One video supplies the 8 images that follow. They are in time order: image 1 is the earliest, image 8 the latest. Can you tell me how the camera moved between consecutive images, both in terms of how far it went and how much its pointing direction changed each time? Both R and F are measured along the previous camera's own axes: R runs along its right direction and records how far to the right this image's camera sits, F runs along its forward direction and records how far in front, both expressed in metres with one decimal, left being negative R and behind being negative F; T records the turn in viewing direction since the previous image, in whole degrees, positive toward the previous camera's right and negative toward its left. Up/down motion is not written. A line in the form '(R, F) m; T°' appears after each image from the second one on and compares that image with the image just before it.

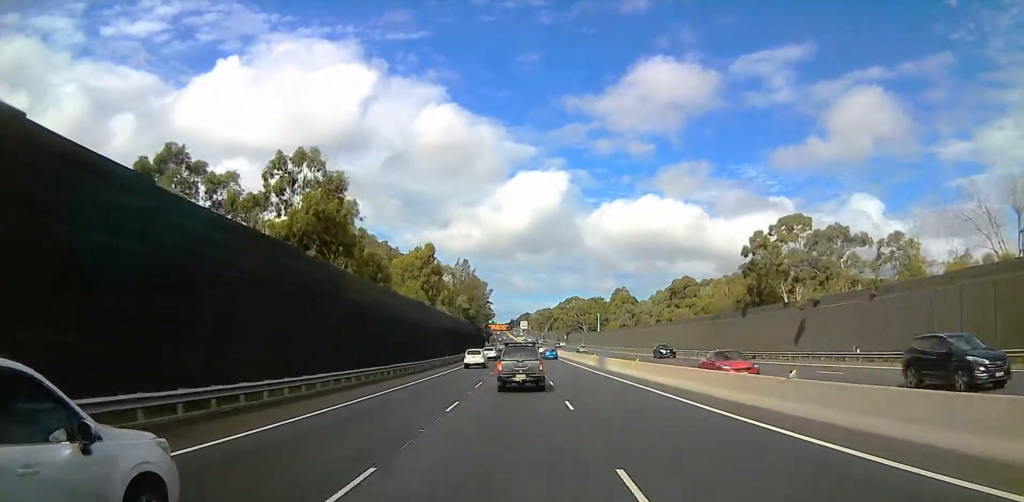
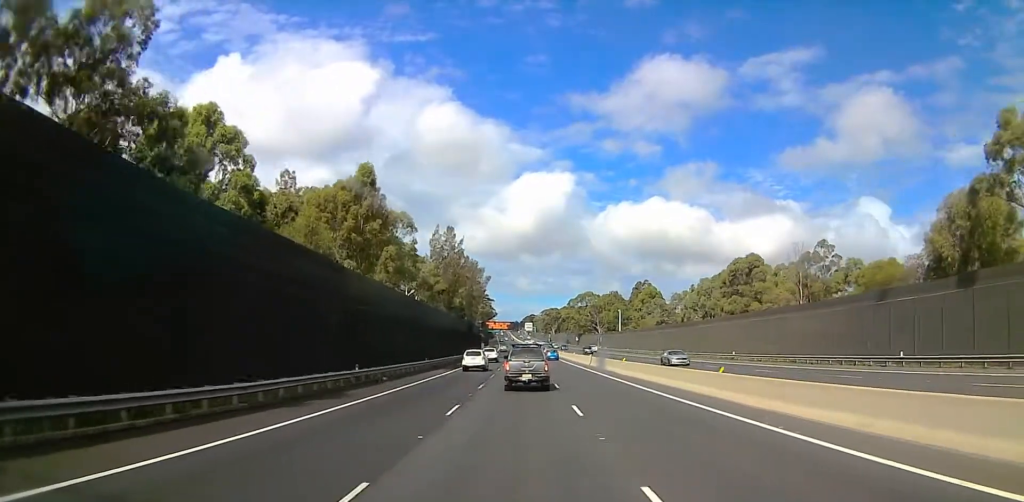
(+0.5, +42.3) m; +1°
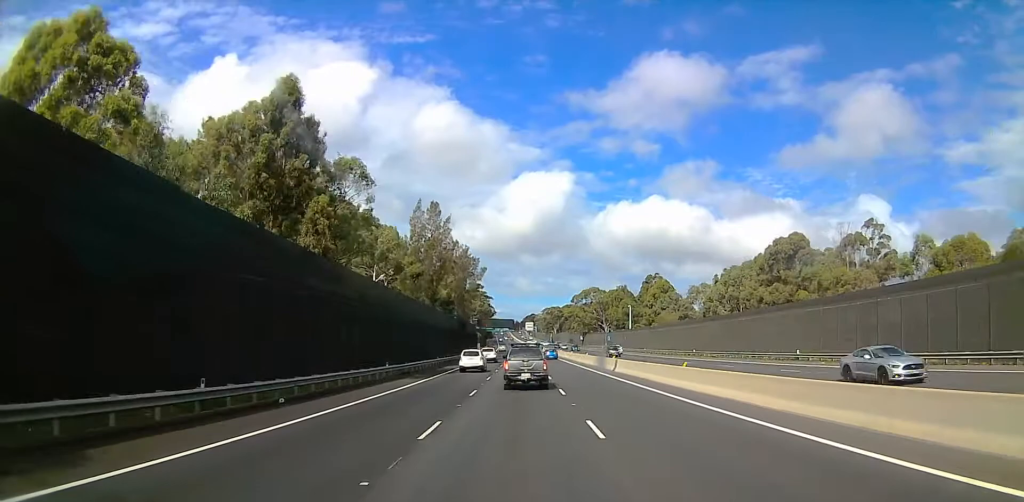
(0.0, +18.3) m; -1°
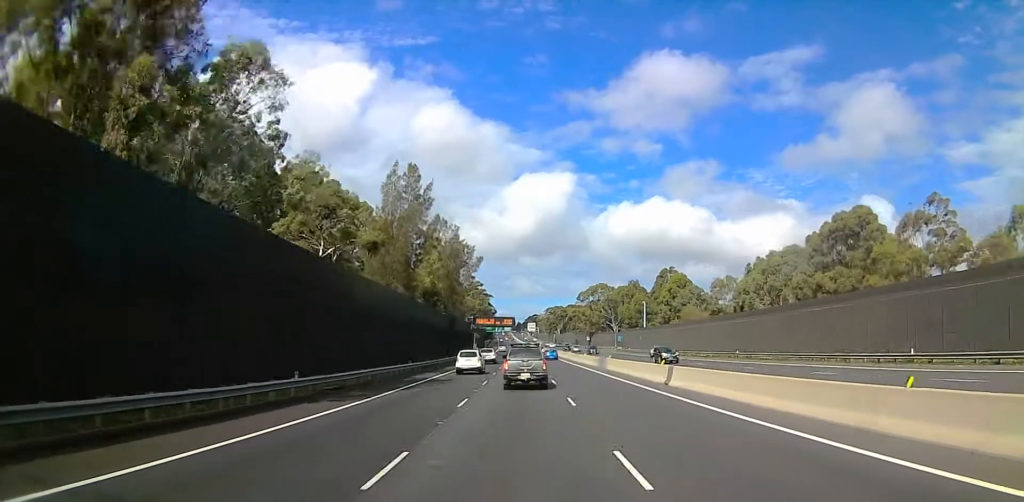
(+0.2, +19.4) m; -1°
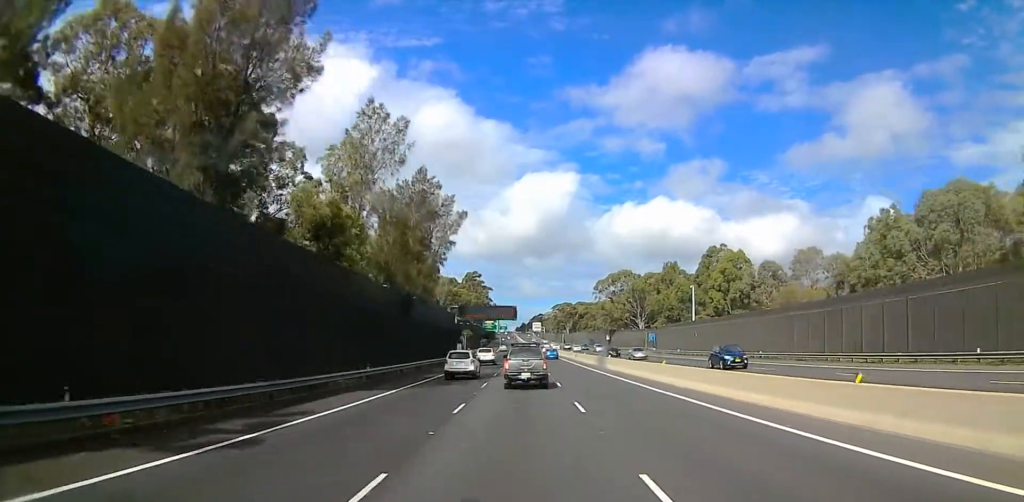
(+0.2, +40.8) m; +1°
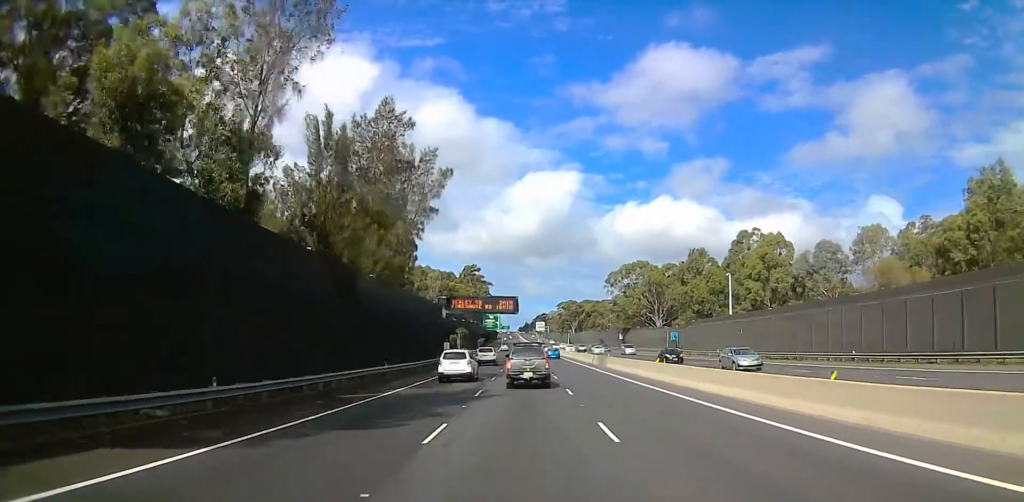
(+0.7, +18.3) m; 0°
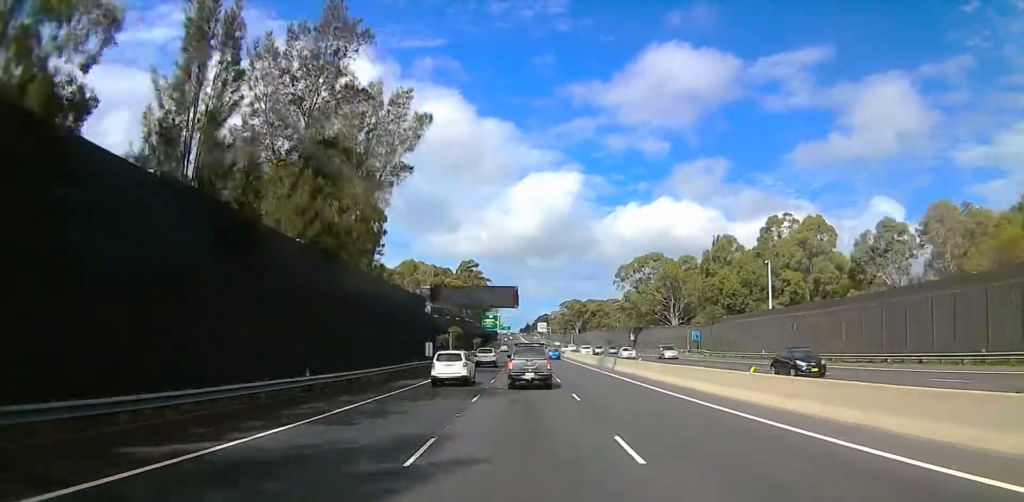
(-0.7, +14.3) m; -2°
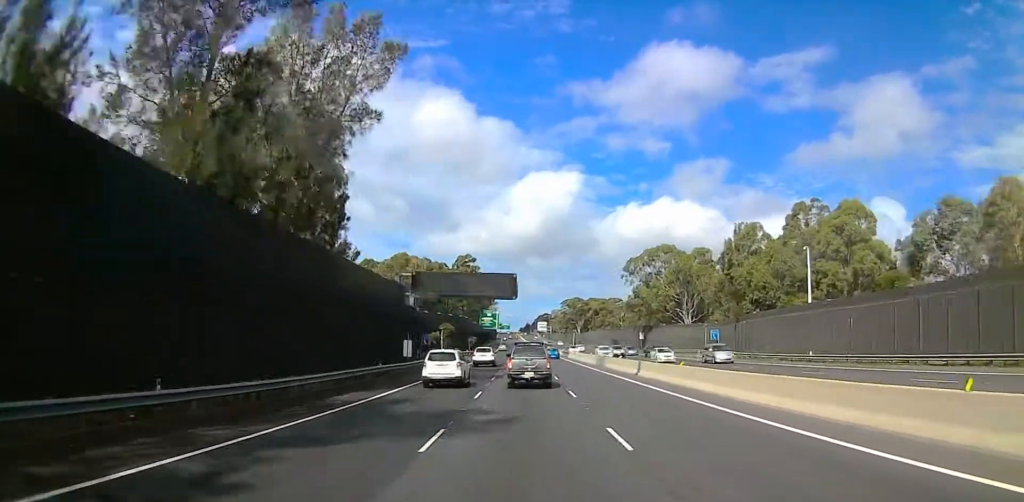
(-0.2, +10.7) m; -1°
